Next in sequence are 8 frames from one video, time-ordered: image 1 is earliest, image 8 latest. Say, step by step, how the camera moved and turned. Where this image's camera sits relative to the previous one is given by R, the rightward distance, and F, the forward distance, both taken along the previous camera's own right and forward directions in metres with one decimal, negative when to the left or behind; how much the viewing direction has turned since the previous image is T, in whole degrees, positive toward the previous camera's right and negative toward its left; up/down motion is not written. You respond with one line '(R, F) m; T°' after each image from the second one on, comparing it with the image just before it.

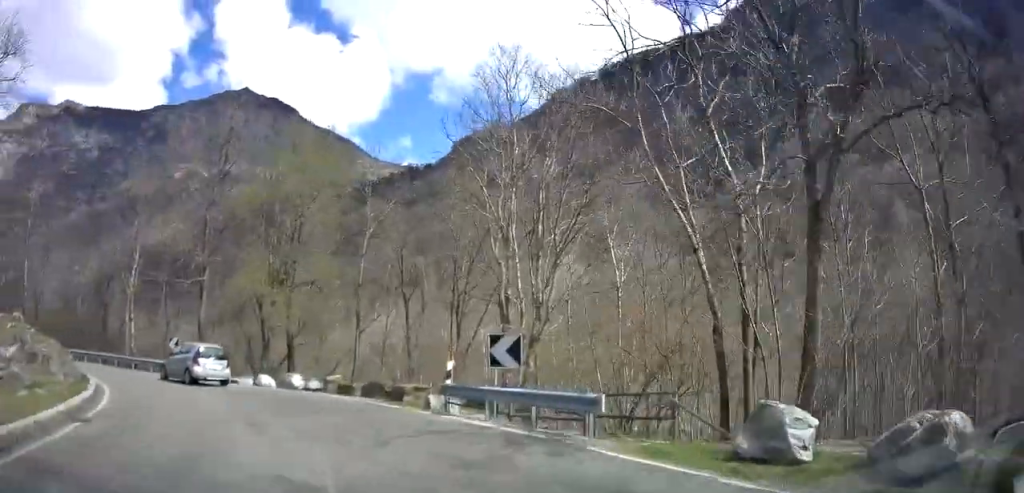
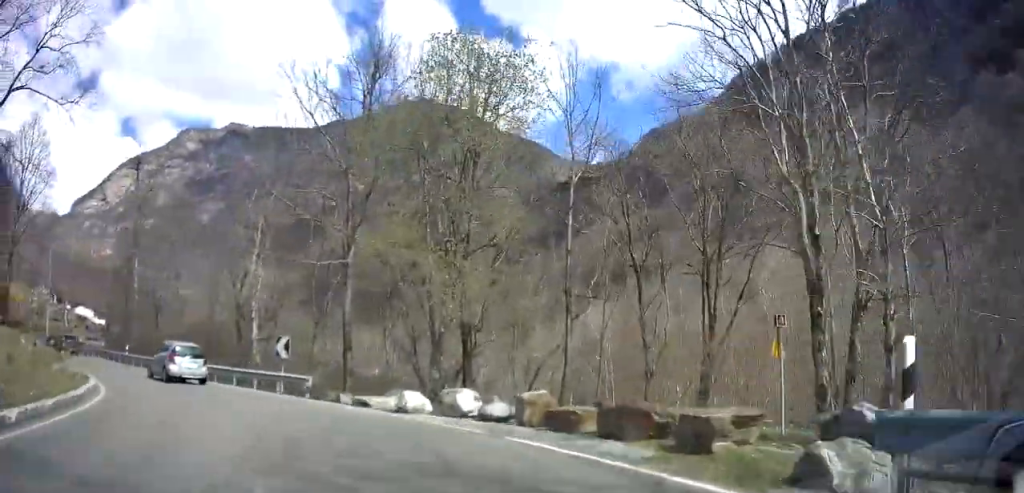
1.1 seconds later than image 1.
(-1.5, +10.6) m; -17°
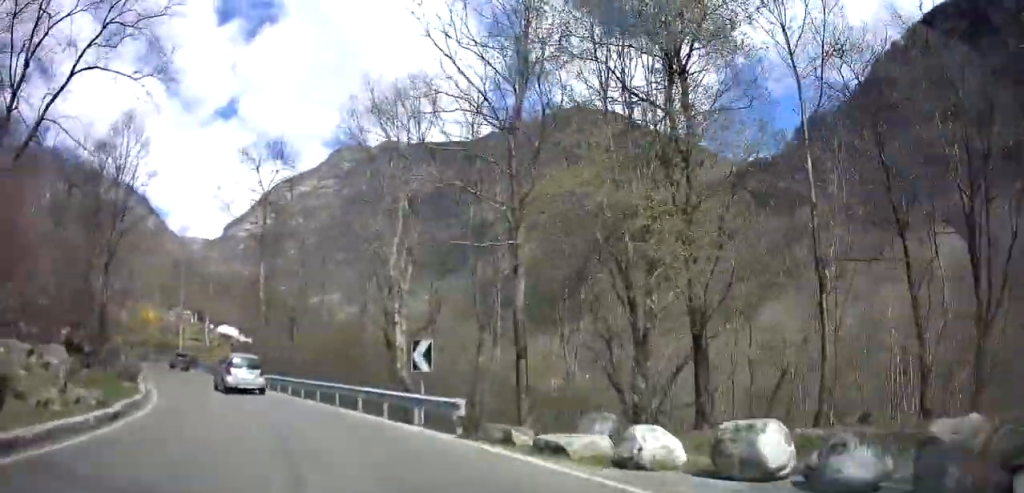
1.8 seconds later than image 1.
(-0.7, +6.7) m; -13°
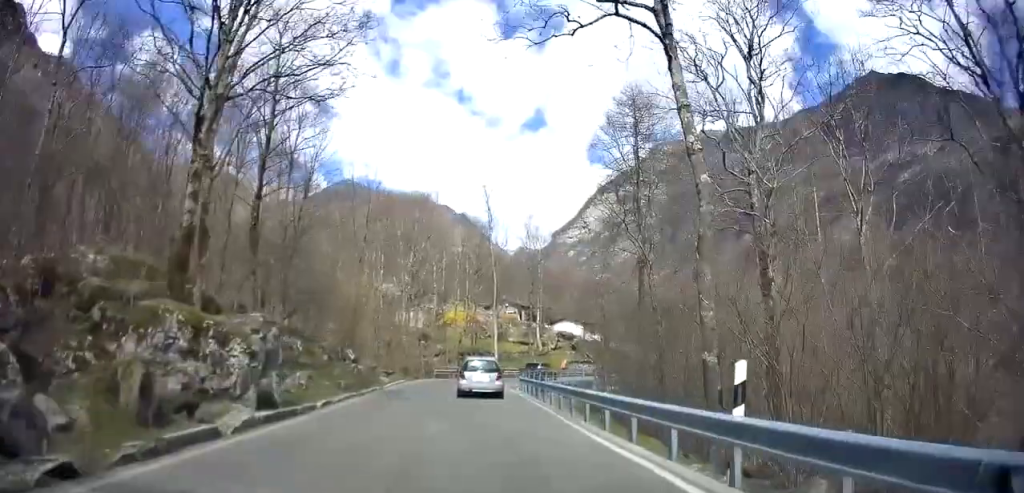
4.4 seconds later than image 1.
(-10.2, +25.1) m; -36°
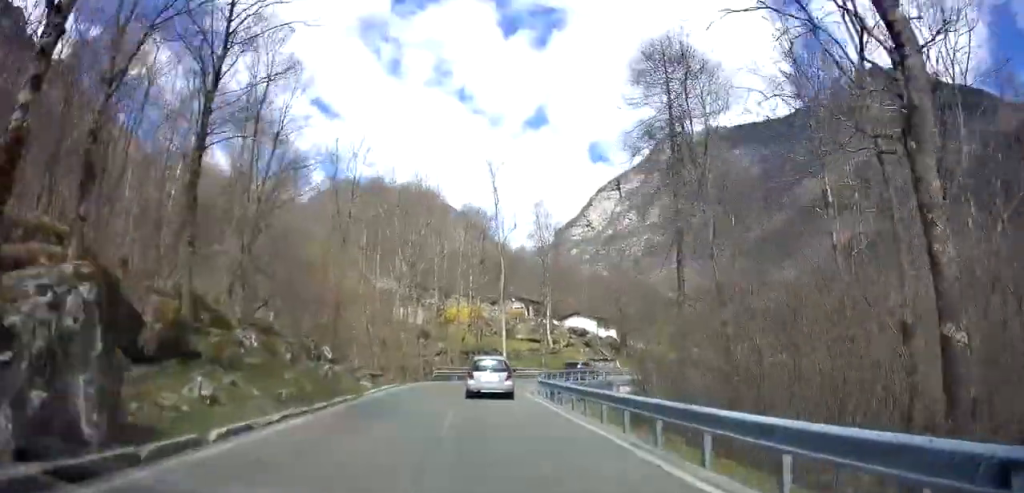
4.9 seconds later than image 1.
(-0.5, +6.3) m; -1°
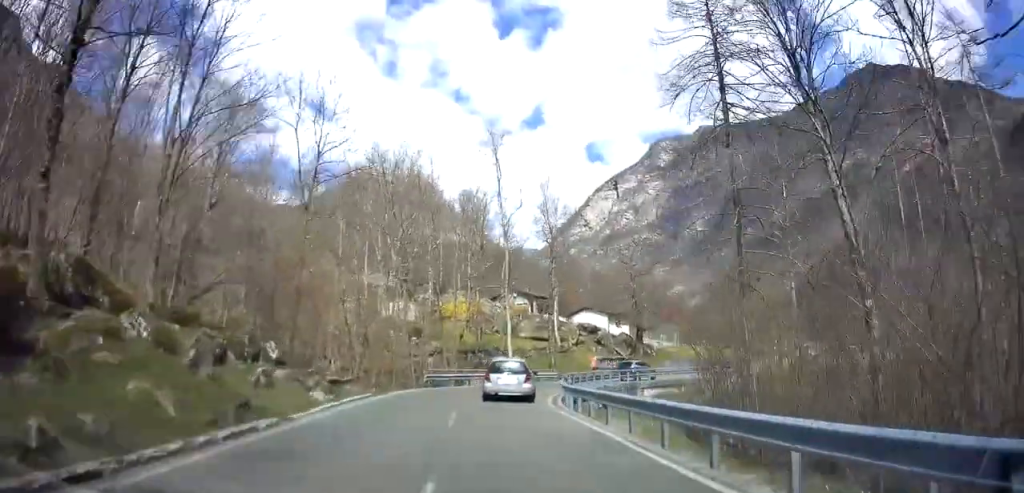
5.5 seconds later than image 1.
(-0.4, +8.1) m; -1°
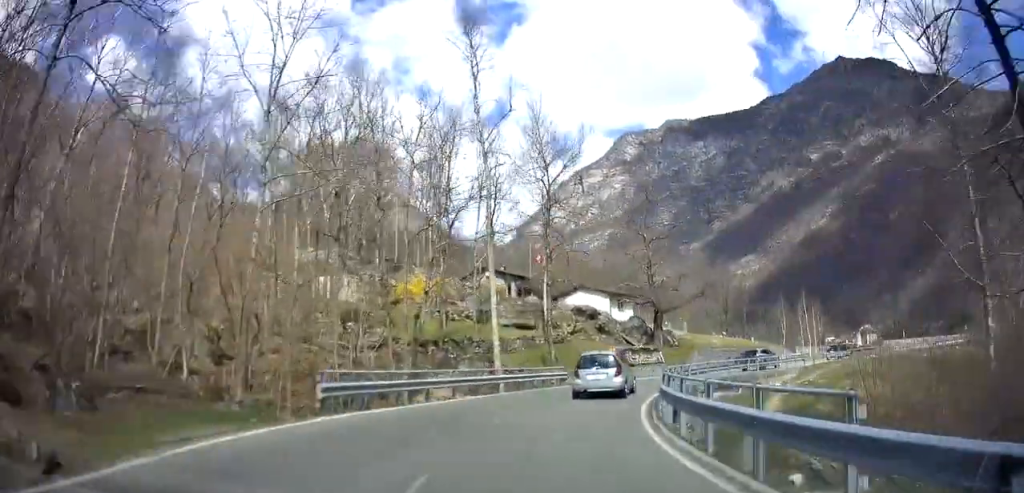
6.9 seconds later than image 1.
(+1.1, +17.4) m; +15°
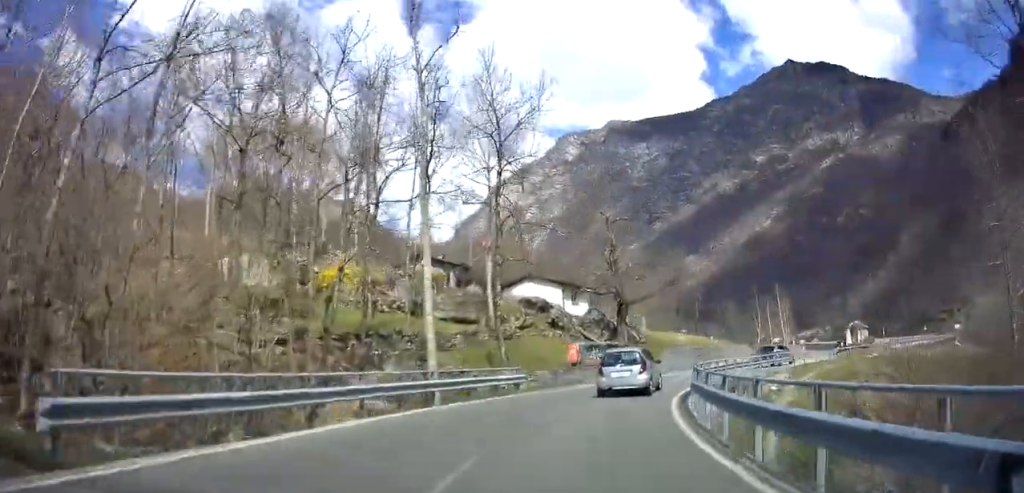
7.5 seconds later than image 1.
(-0.4, +7.2) m; +12°
